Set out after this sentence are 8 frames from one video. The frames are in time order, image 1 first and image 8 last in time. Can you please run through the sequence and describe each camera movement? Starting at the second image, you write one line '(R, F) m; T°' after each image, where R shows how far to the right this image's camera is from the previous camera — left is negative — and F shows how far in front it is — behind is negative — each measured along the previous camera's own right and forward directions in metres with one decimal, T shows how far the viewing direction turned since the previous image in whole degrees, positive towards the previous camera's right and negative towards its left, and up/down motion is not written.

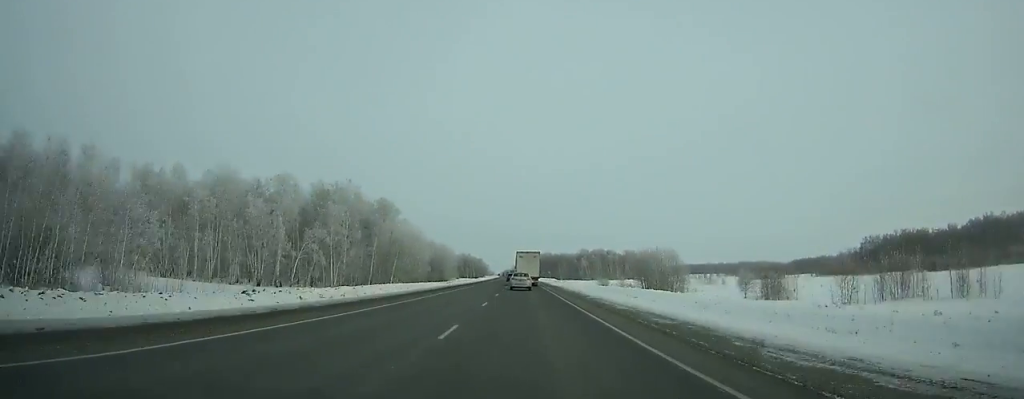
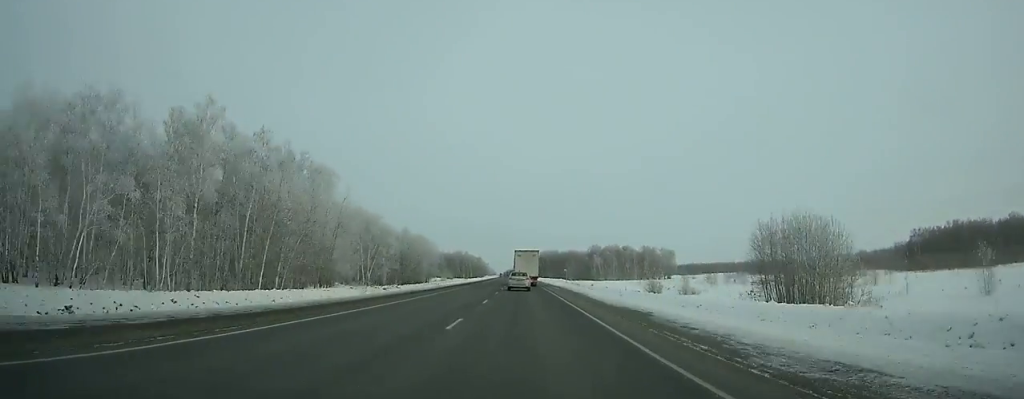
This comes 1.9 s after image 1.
(0.0, +46.5) m; 0°
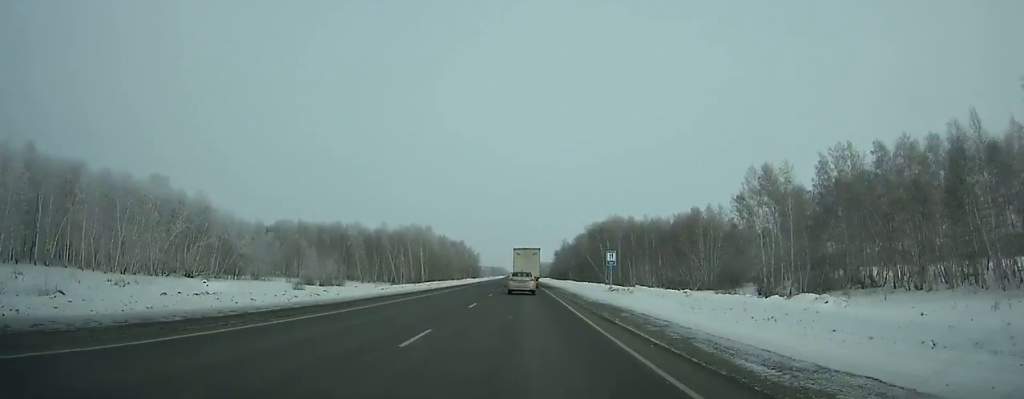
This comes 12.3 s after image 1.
(-3.5, +243.0) m; -2°
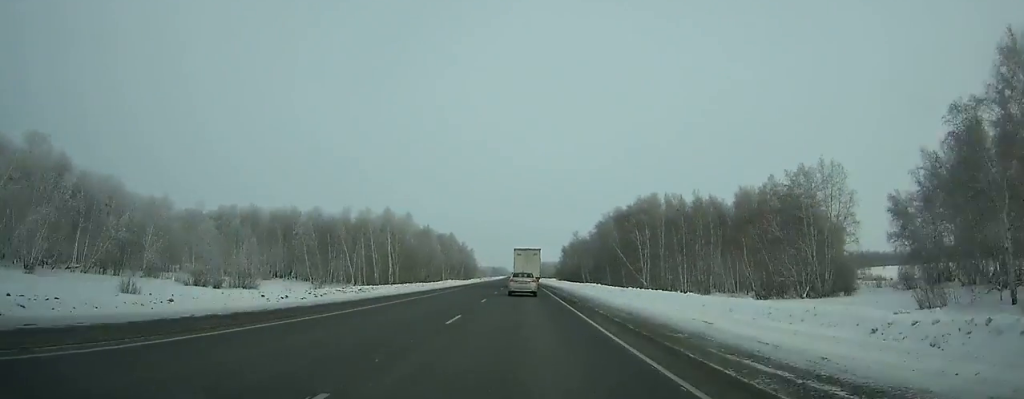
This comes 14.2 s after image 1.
(-0.2, +43.1) m; 0°
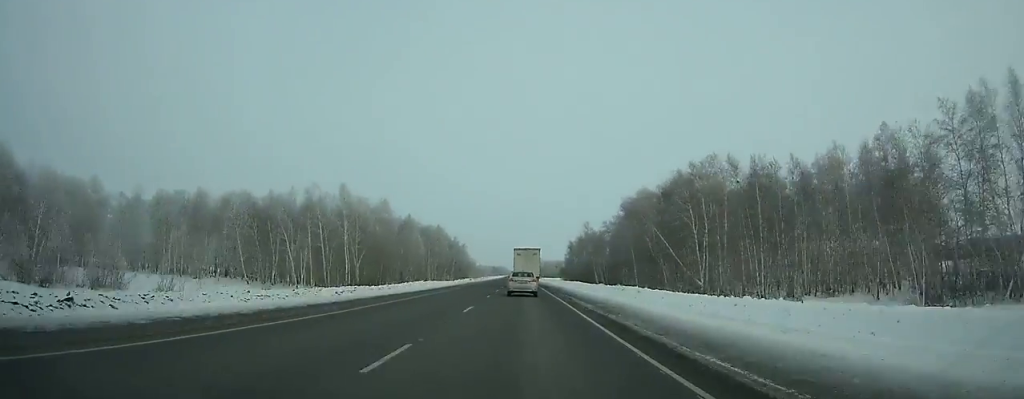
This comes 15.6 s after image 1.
(-0.1, +31.6) m; 0°
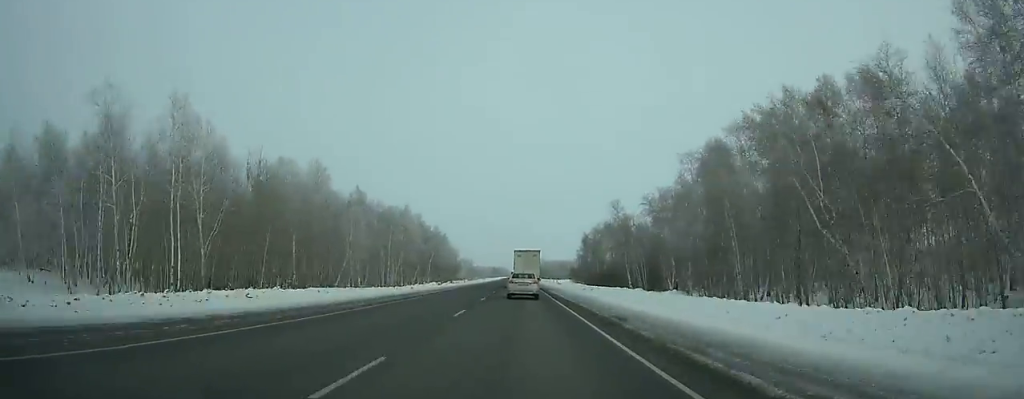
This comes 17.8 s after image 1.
(+0.1, +49.4) m; 0°
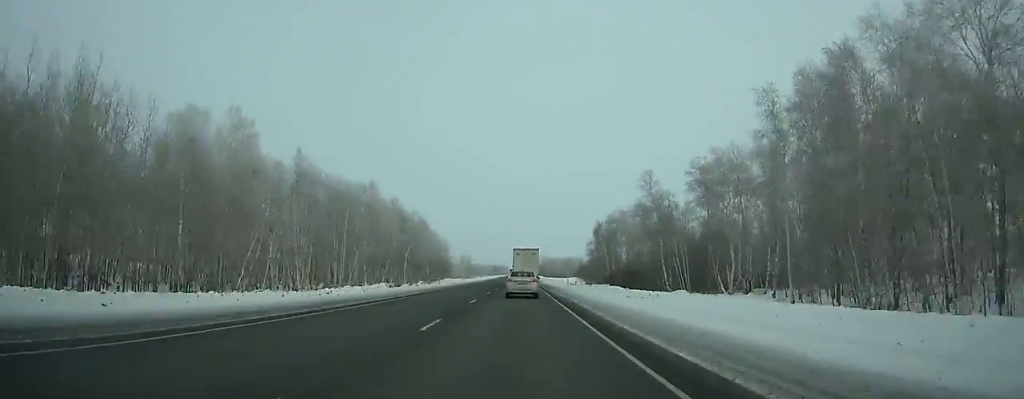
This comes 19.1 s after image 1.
(+0.1, +29.0) m; 0°
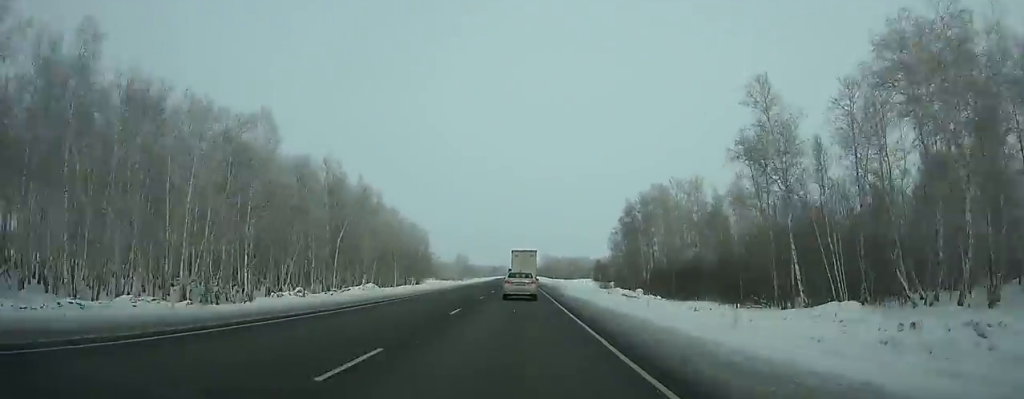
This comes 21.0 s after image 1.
(-0.2, +42.3) m; 0°
